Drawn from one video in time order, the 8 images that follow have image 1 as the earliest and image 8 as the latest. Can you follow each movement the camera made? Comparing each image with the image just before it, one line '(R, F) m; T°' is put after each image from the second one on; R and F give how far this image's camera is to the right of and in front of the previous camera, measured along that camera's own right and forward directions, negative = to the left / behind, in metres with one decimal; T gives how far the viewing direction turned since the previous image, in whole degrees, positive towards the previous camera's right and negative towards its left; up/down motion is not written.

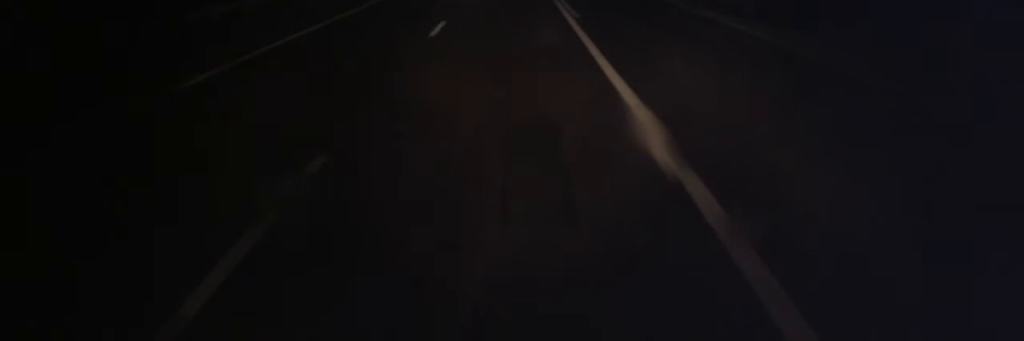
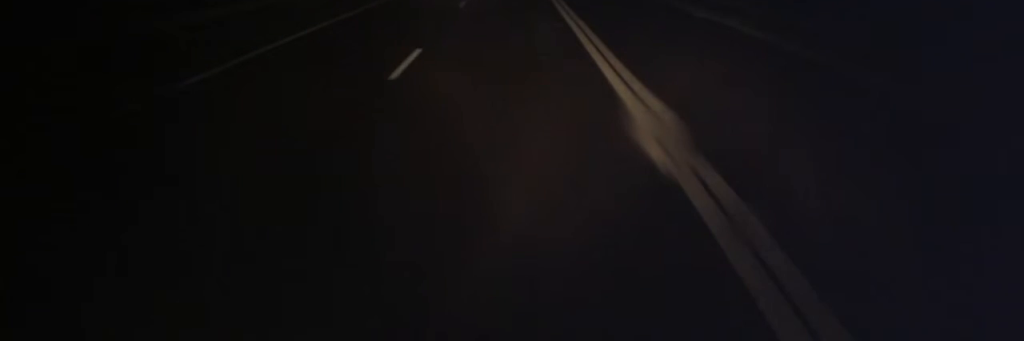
(0.0, +15.9) m; 0°
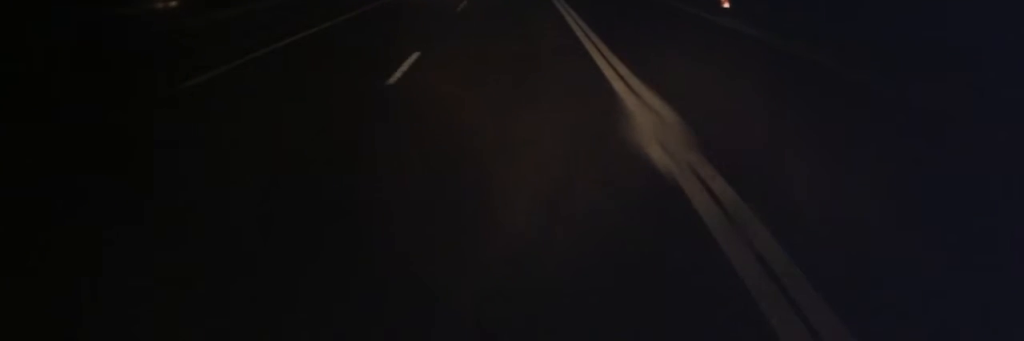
(+0.1, +10.8) m; 0°
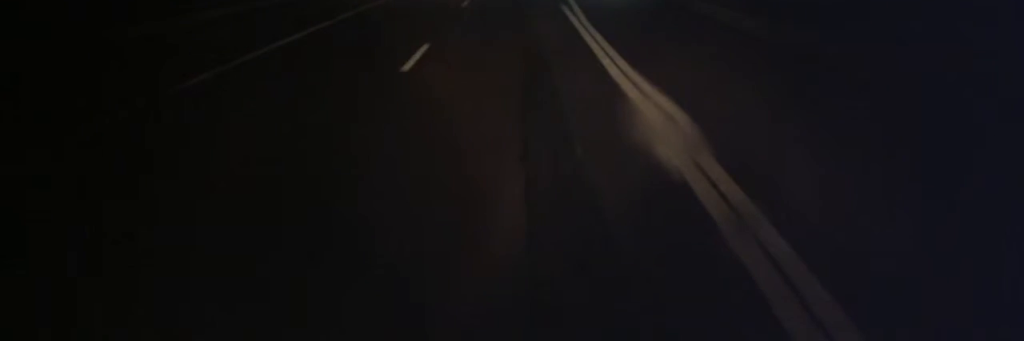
(+0.1, +20.2) m; 0°
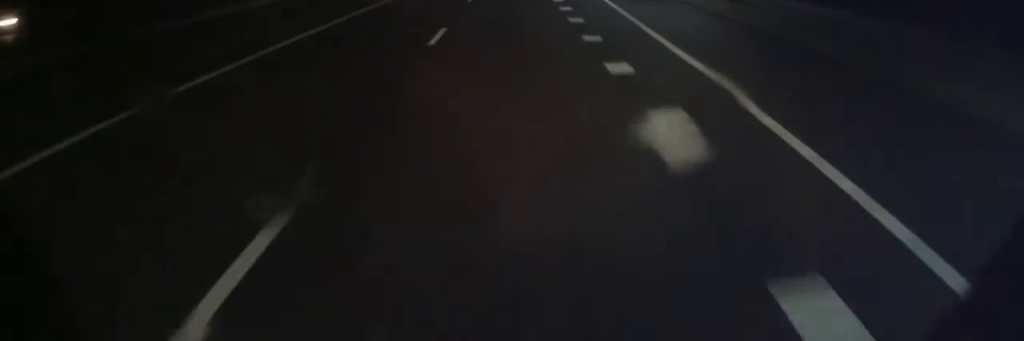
(-0.3, +43.9) m; 0°
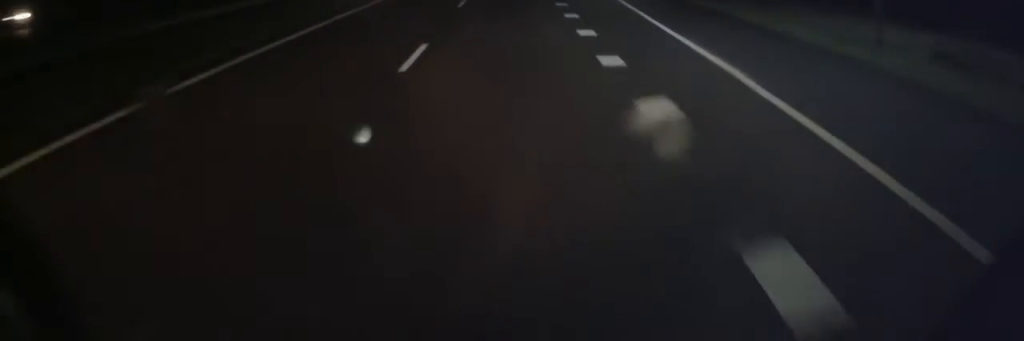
(+0.1, +16.8) m; 0°
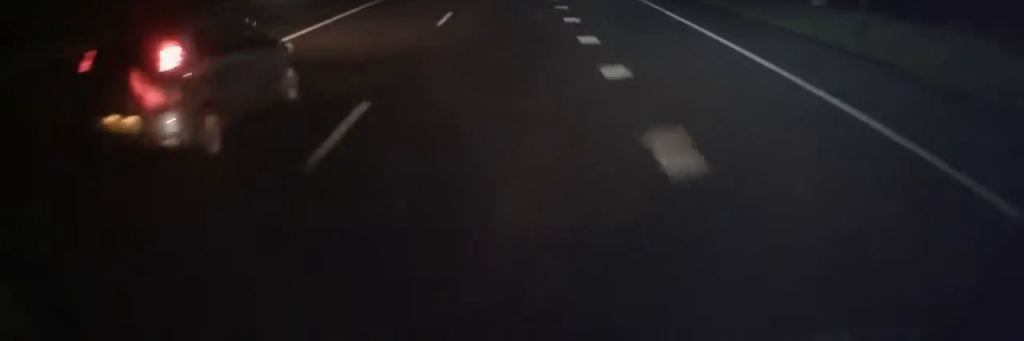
(+0.1, +30.8) m; -1°
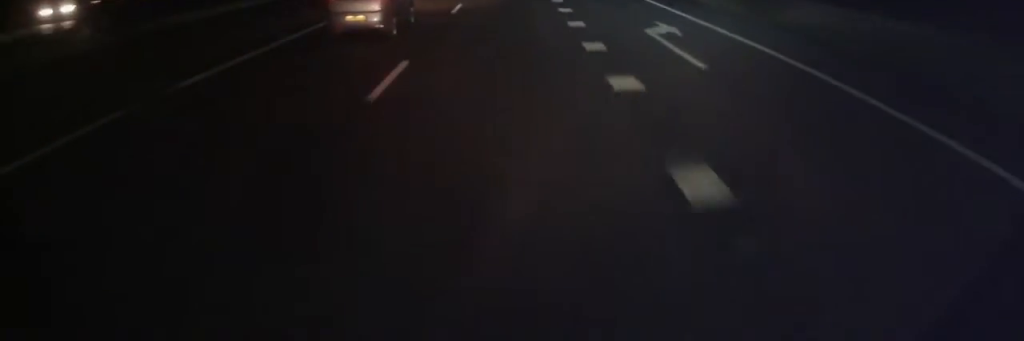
(-0.2, +19.0) m; 0°
